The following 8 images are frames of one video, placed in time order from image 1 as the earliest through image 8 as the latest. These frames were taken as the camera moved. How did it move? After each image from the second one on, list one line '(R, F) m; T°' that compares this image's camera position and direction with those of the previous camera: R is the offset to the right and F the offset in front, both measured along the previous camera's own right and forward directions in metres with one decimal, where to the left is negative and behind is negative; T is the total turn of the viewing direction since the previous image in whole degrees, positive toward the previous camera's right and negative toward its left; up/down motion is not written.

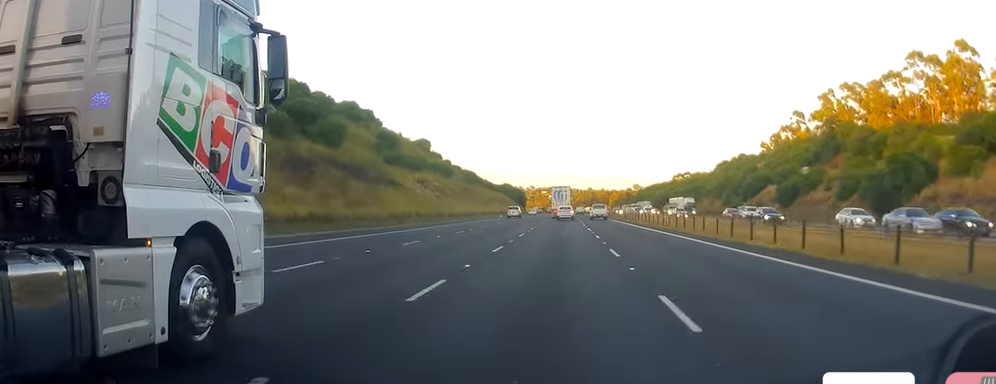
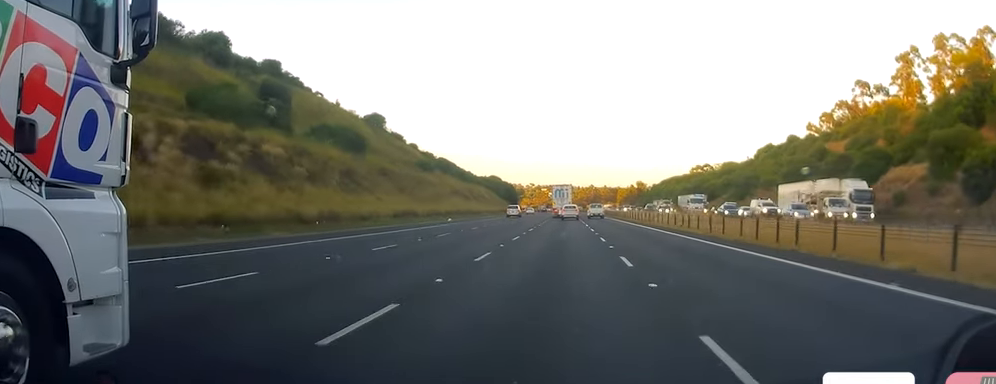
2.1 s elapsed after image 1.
(+1.2, +61.2) m; +1°
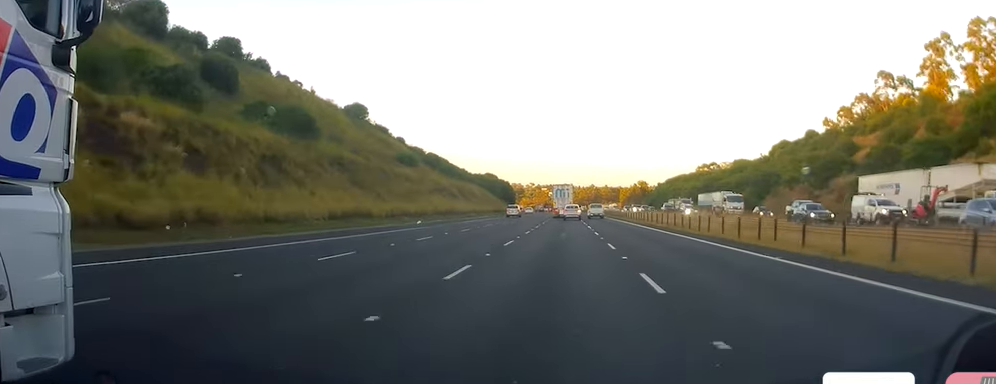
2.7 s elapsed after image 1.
(-0.4, +16.6) m; 0°
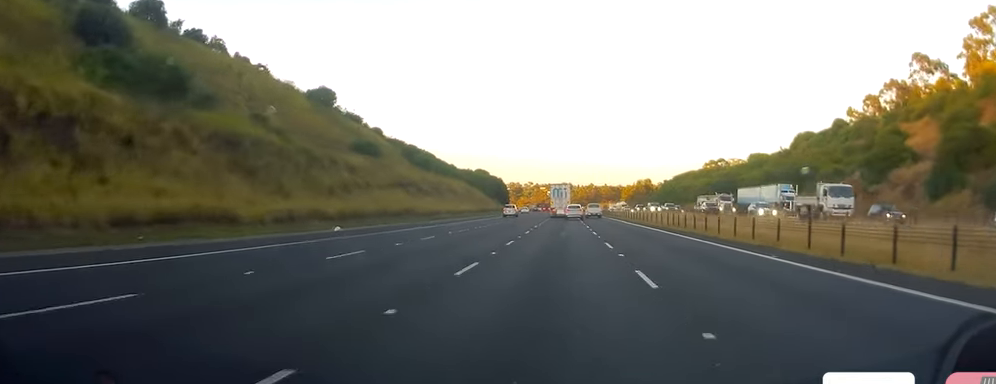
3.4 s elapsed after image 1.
(-0.3, +22.5) m; 0°
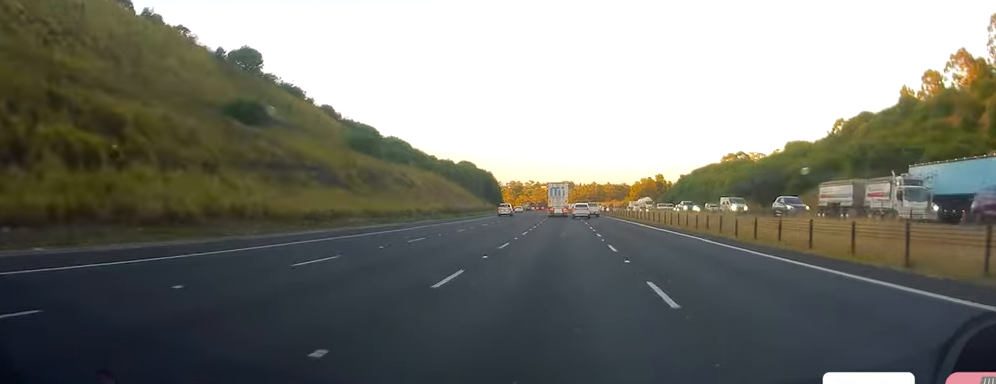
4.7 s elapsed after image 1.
(+0.6, +37.4) m; +1°
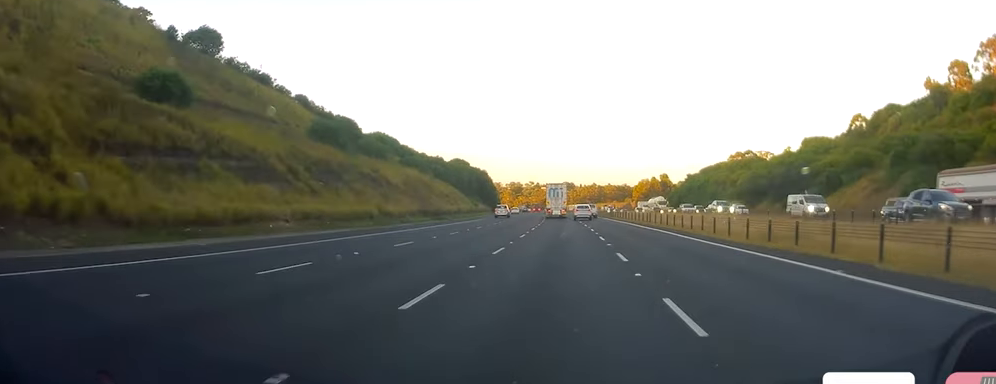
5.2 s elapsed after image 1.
(+0.1, +13.7) m; 0°
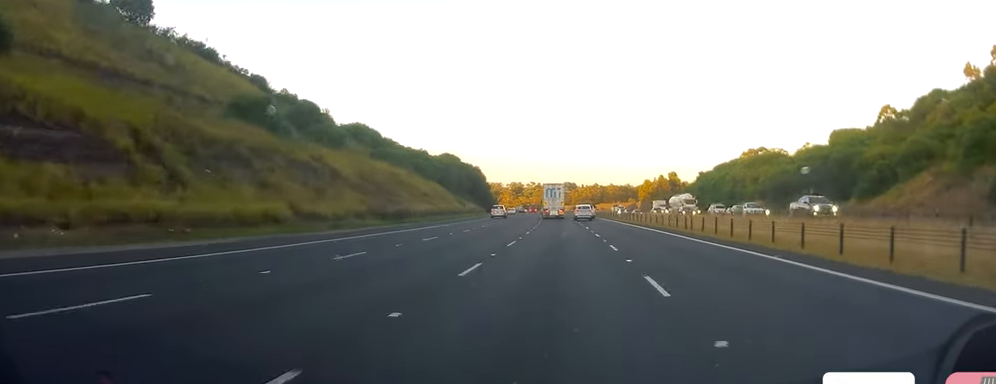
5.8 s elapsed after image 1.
(-0.1, +18.7) m; -1°
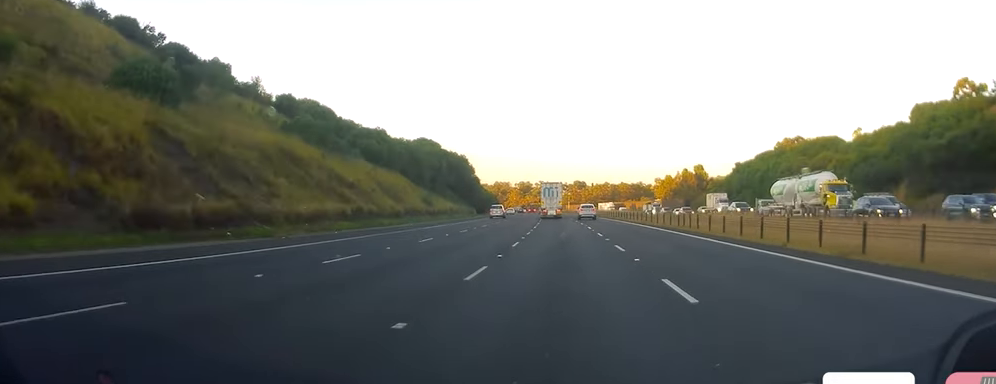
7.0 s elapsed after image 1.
(-0.6, +36.1) m; 0°
